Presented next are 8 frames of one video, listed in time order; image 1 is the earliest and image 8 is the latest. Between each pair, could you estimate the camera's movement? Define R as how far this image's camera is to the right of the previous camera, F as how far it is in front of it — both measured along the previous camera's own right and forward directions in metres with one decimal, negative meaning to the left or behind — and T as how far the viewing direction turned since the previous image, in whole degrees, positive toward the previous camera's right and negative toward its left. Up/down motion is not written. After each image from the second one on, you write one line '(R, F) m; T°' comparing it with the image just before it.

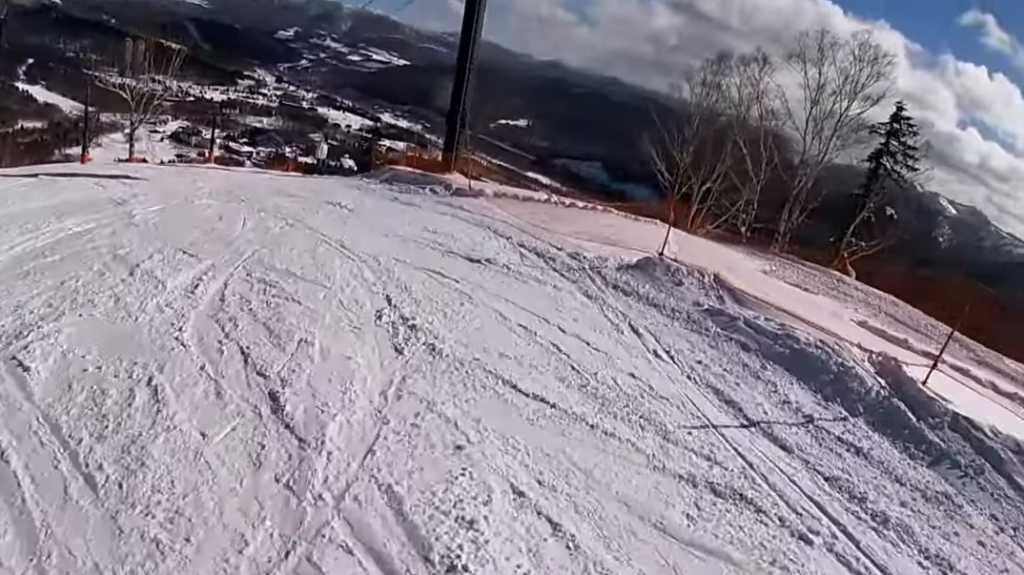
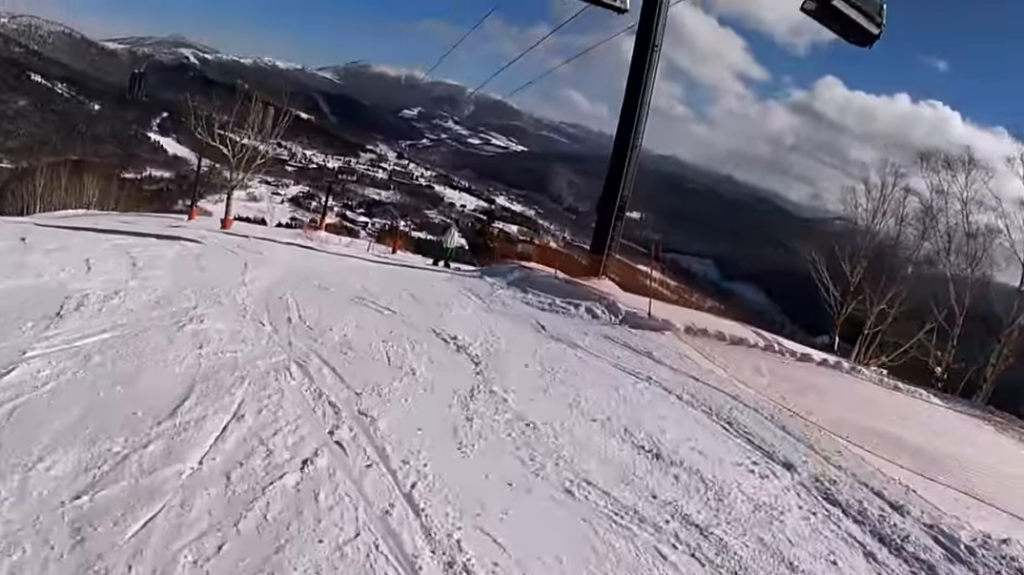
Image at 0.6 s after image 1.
(-1.2, +4.8) m; -14°
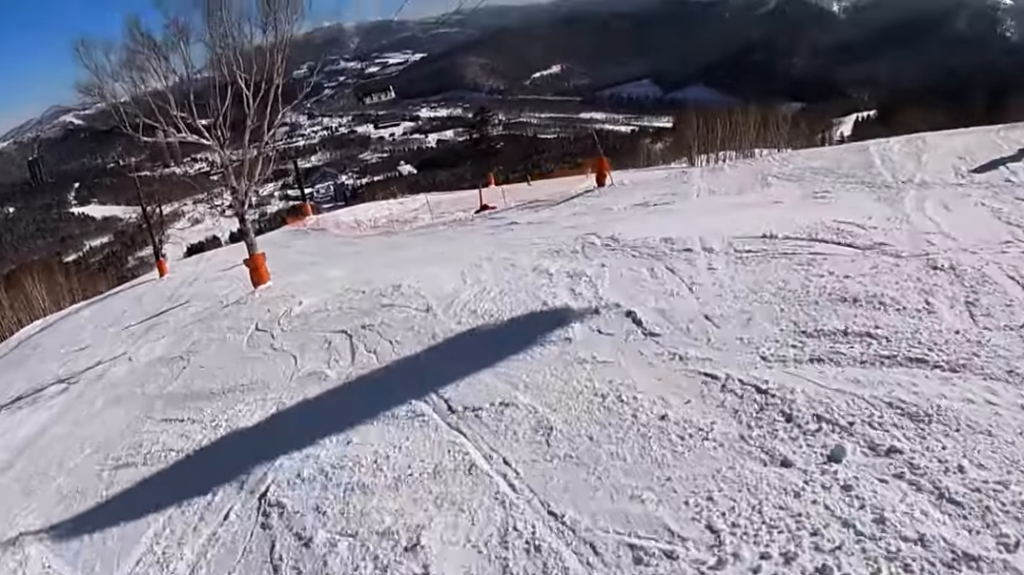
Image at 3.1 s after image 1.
(+5.3, +18.5) m; +26°
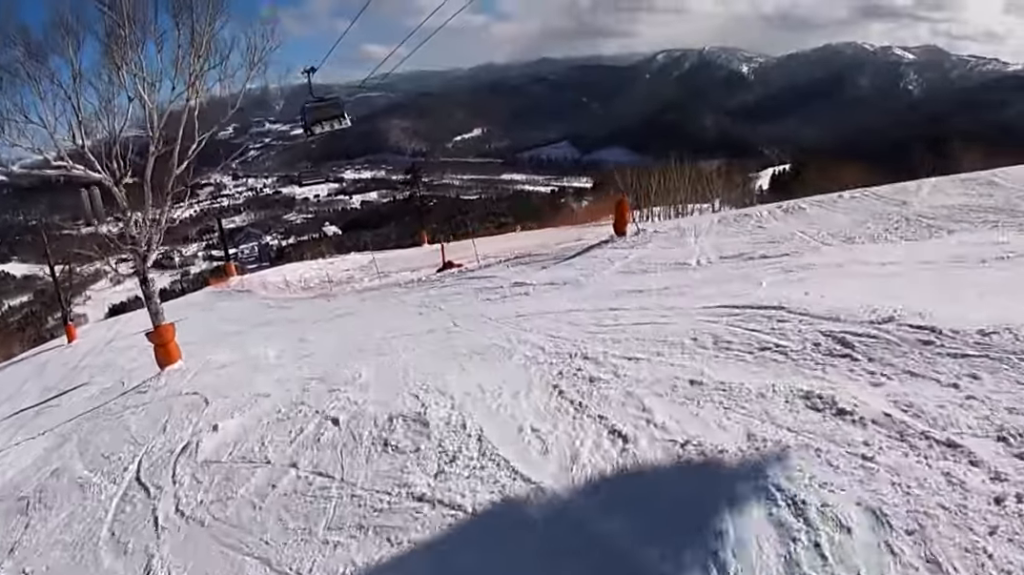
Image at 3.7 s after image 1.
(-0.4, +5.3) m; -6°
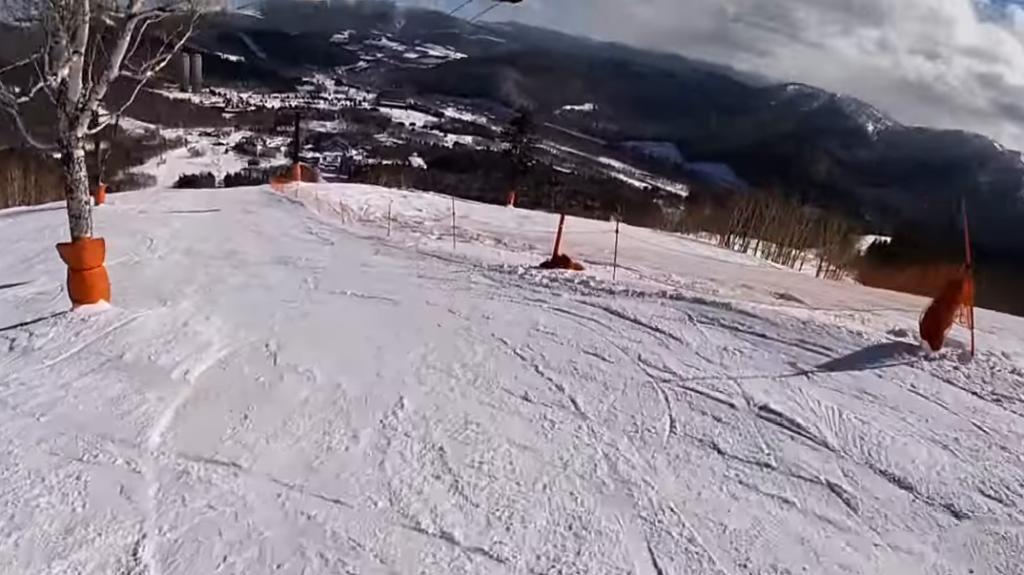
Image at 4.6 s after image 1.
(-0.4, +7.5) m; -12°
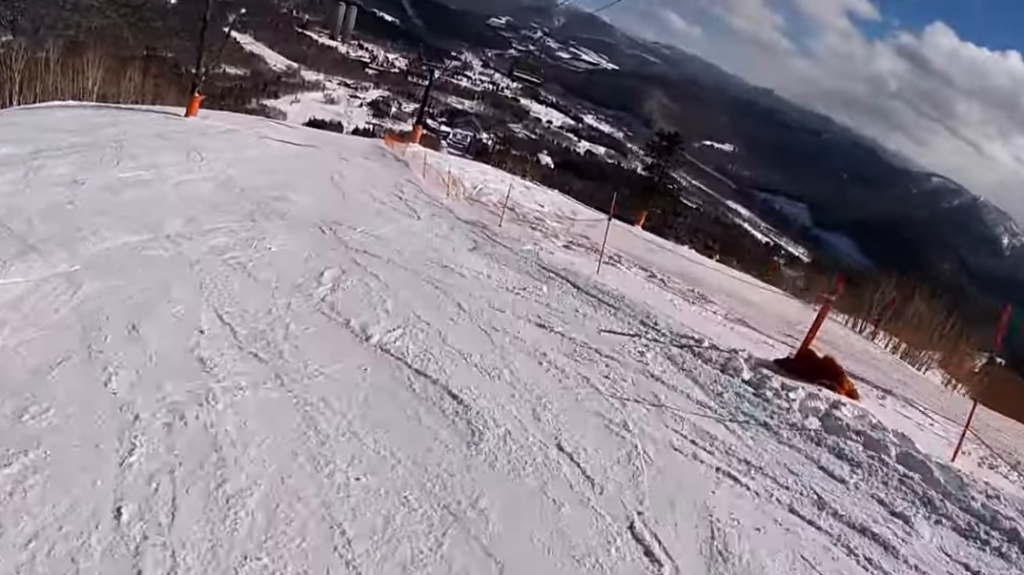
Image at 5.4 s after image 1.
(-1.0, +6.4) m; -8°
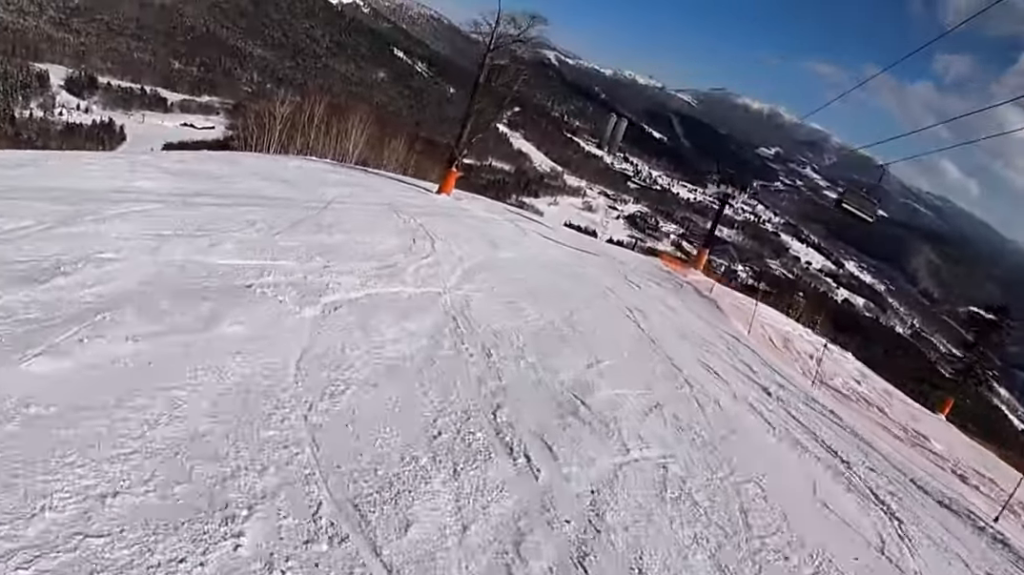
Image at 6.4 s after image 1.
(-0.7, +9.5) m; -3°
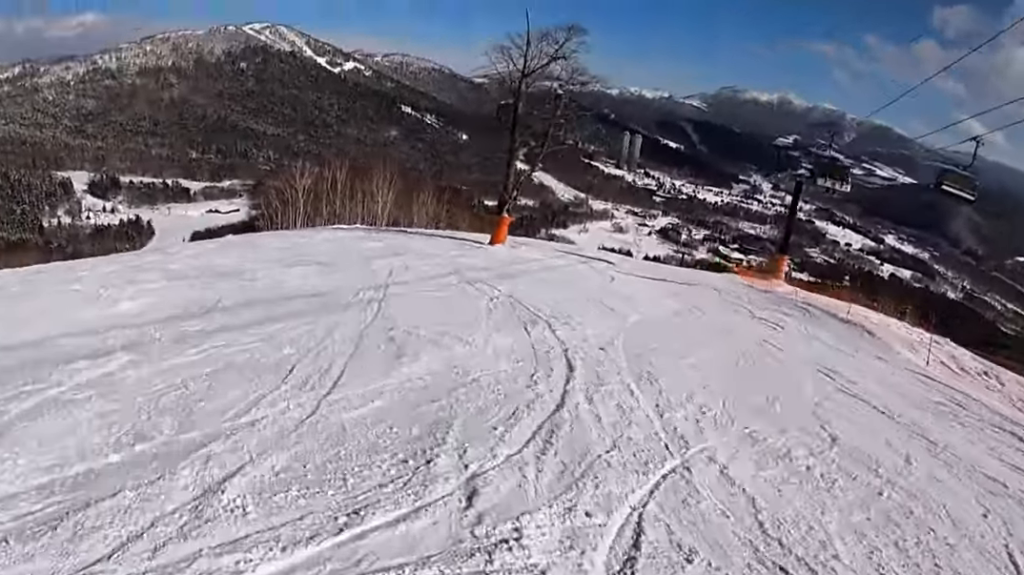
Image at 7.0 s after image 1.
(0.0, +4.9) m; +5°
